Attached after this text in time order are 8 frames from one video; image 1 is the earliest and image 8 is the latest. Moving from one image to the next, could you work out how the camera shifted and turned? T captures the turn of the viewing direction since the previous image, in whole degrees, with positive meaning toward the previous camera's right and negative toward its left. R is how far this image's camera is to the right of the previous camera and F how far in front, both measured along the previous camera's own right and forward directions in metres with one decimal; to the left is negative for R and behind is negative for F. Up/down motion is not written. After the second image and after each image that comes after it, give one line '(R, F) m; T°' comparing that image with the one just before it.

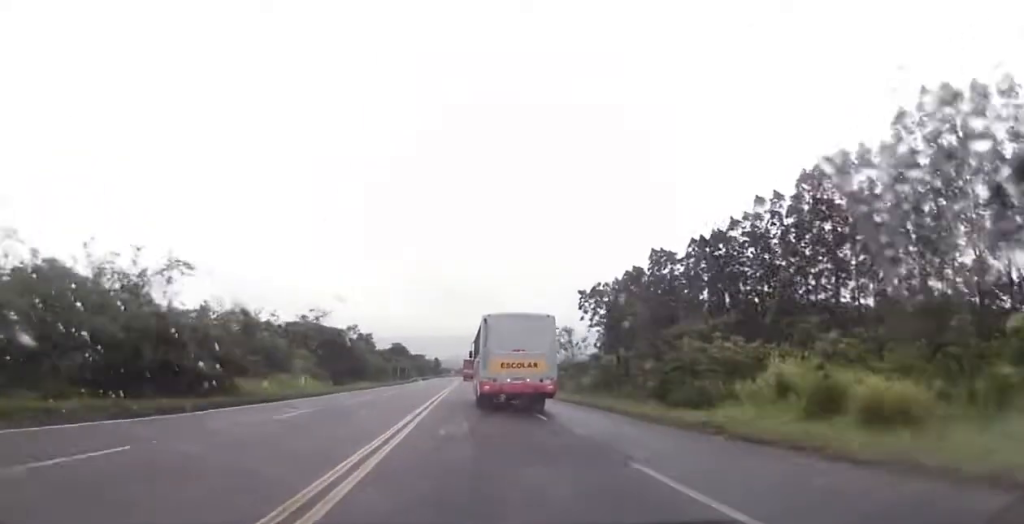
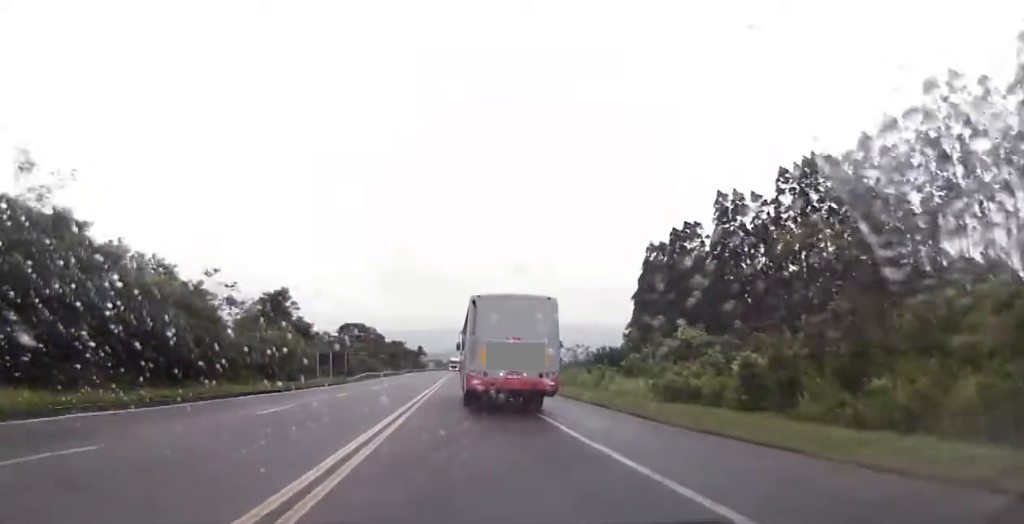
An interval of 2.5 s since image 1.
(+0.7, +48.9) m; 0°
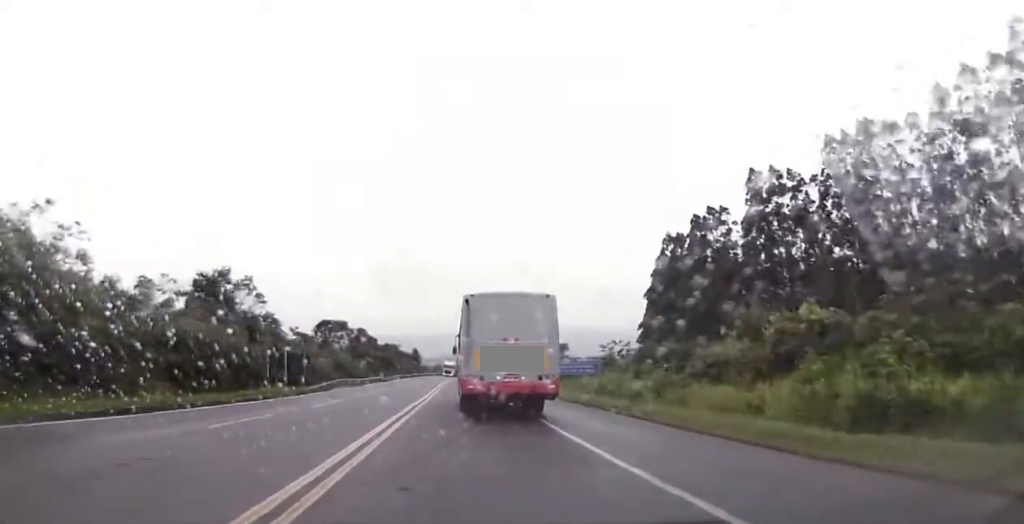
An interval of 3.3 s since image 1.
(0.0, +15.1) m; 0°
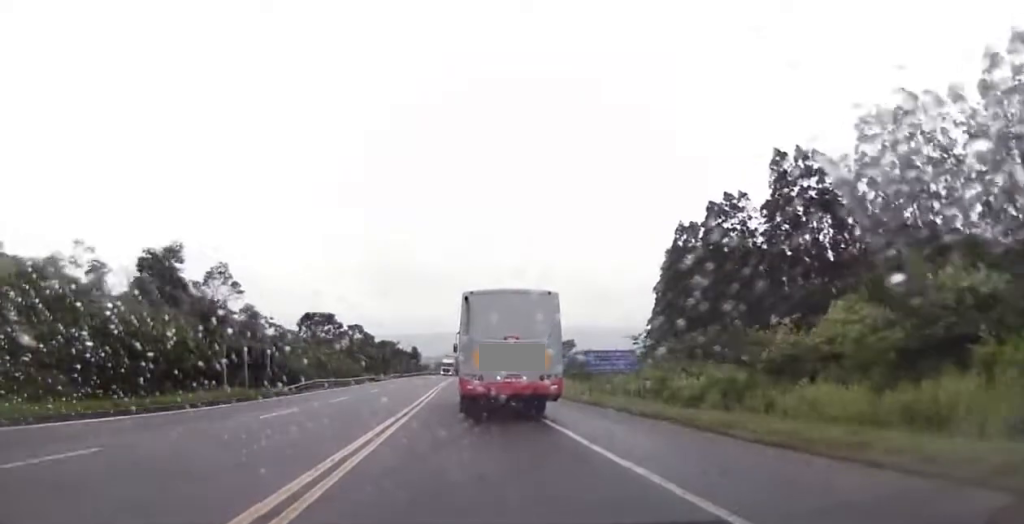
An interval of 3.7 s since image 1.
(0.0, +8.5) m; 0°
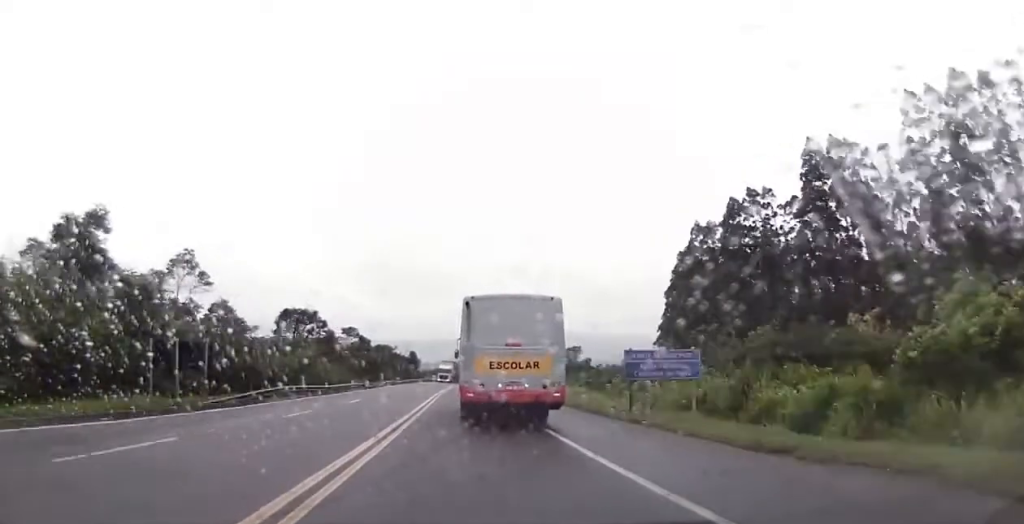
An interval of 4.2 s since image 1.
(0.0, +9.1) m; 0°
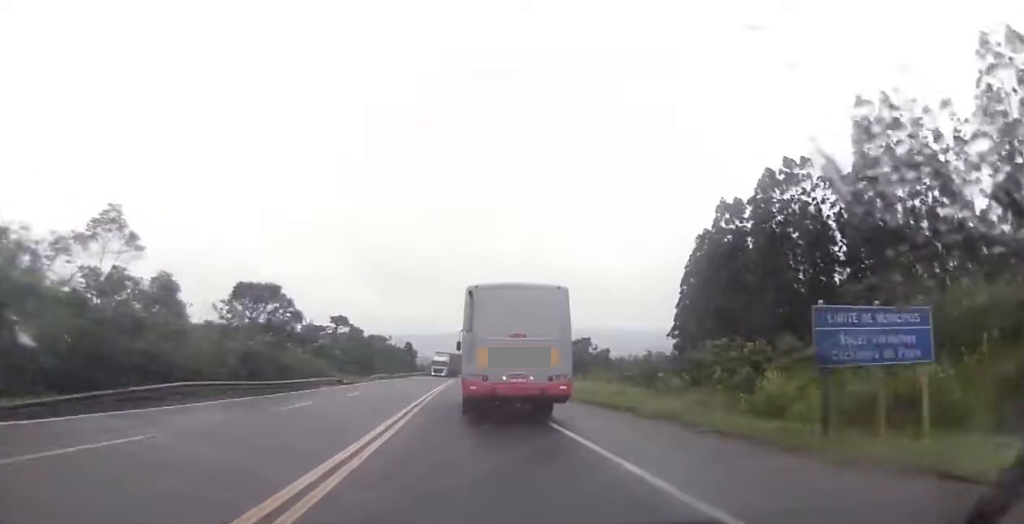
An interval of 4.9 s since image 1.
(-0.3, +13.5) m; 0°
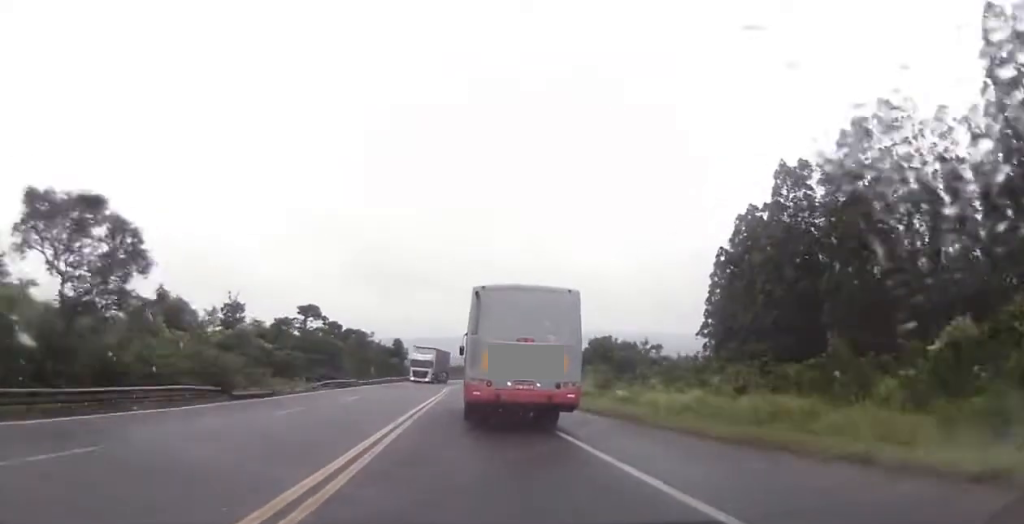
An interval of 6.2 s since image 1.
(+0.7, +25.5) m; +2°
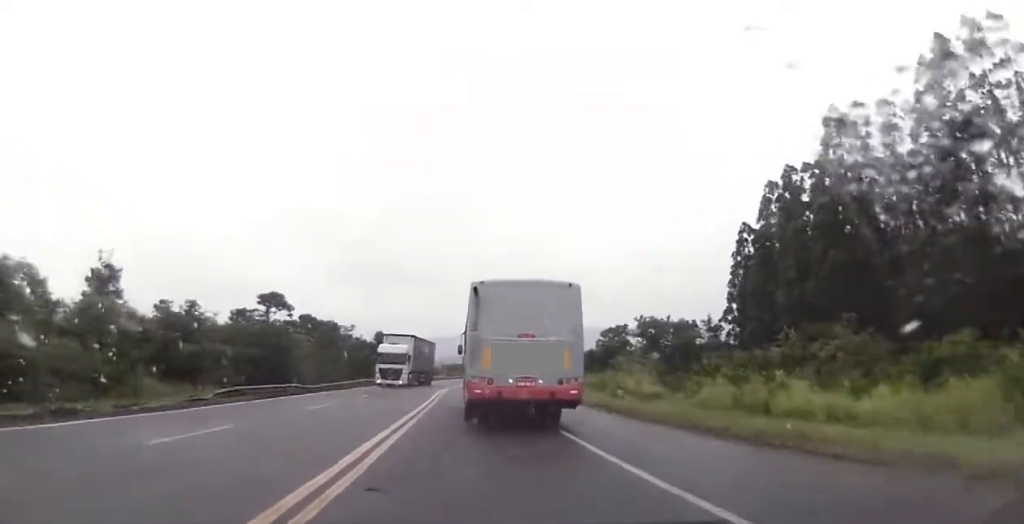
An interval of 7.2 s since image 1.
(0.0, +18.1) m; -1°
